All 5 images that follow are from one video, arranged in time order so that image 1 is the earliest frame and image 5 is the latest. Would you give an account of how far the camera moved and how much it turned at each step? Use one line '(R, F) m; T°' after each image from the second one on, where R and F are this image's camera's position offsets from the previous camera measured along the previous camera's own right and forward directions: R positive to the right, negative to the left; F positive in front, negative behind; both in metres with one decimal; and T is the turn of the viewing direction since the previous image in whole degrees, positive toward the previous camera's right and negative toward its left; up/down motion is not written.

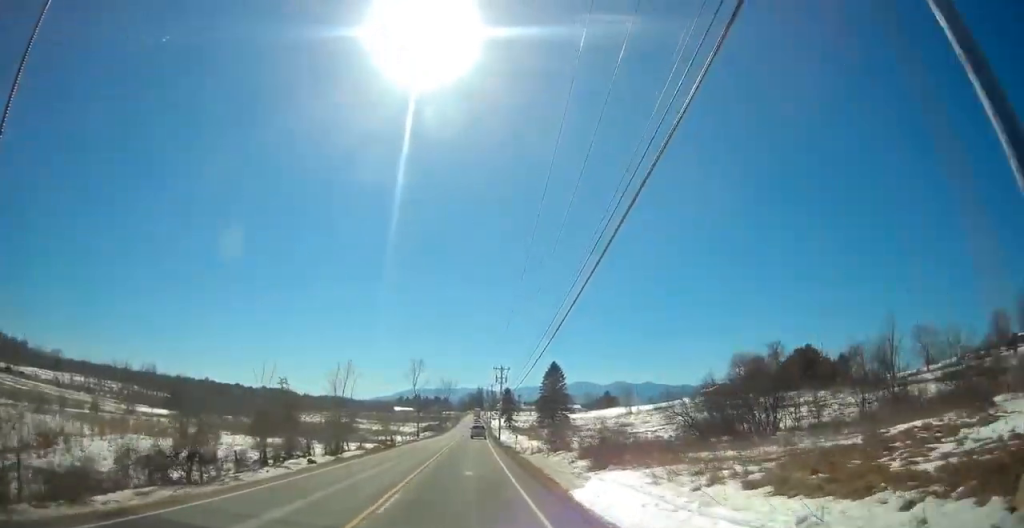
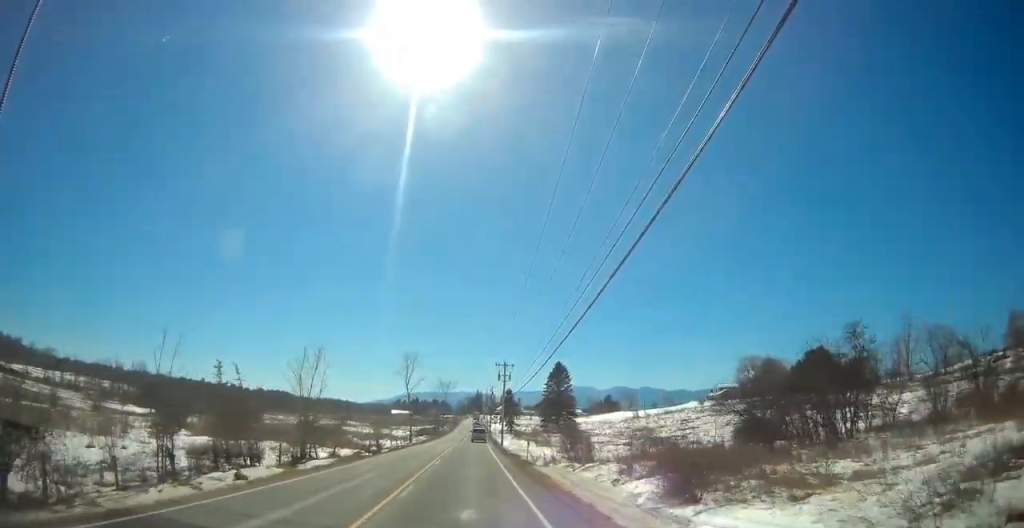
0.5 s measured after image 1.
(+0.1, +9.8) m; 0°
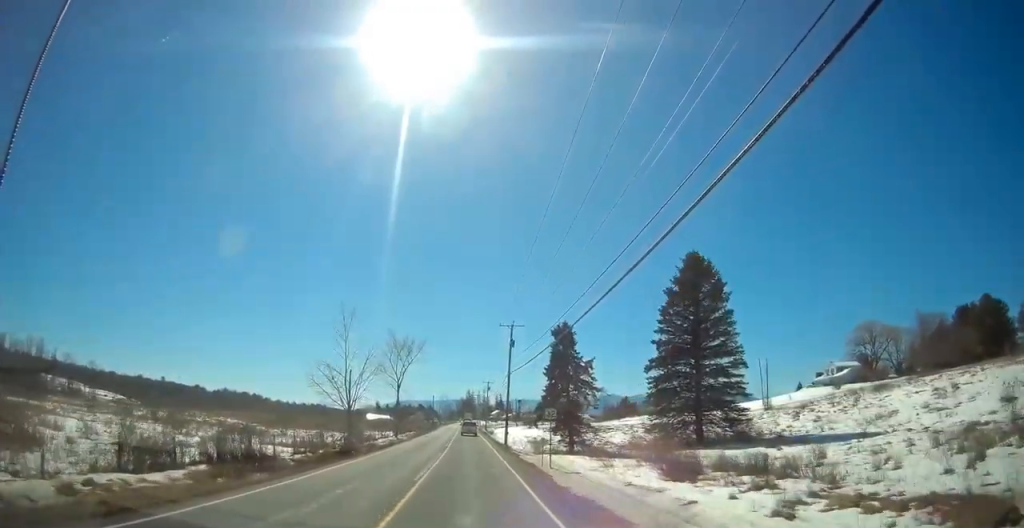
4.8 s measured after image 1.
(+0.5, +91.0) m; +1°
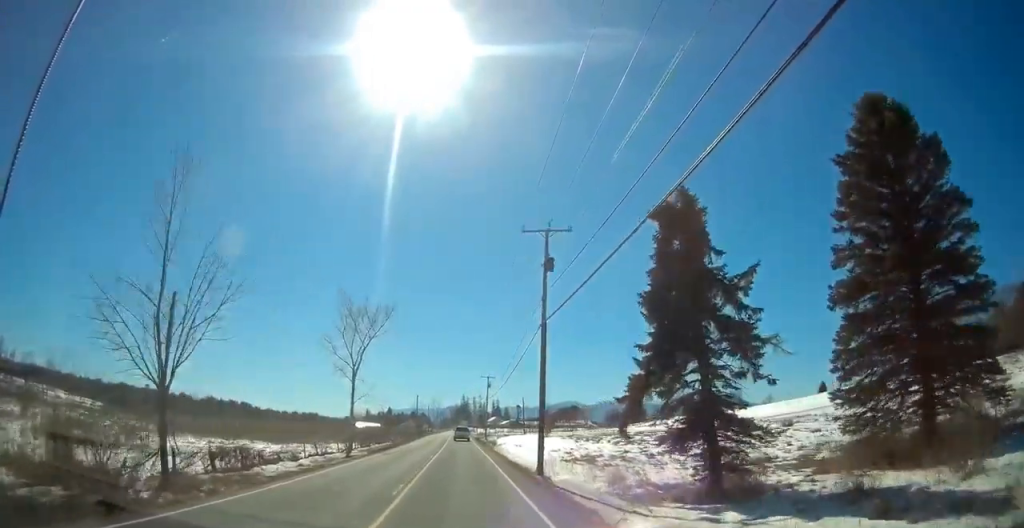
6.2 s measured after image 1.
(0.0, +28.7) m; 0°
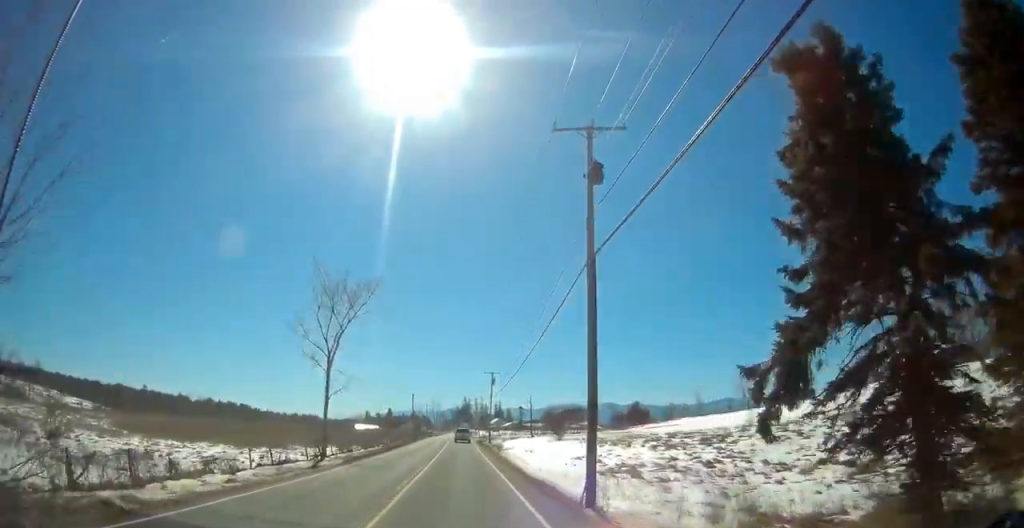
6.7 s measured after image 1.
(+0.1, +10.2) m; 0°
